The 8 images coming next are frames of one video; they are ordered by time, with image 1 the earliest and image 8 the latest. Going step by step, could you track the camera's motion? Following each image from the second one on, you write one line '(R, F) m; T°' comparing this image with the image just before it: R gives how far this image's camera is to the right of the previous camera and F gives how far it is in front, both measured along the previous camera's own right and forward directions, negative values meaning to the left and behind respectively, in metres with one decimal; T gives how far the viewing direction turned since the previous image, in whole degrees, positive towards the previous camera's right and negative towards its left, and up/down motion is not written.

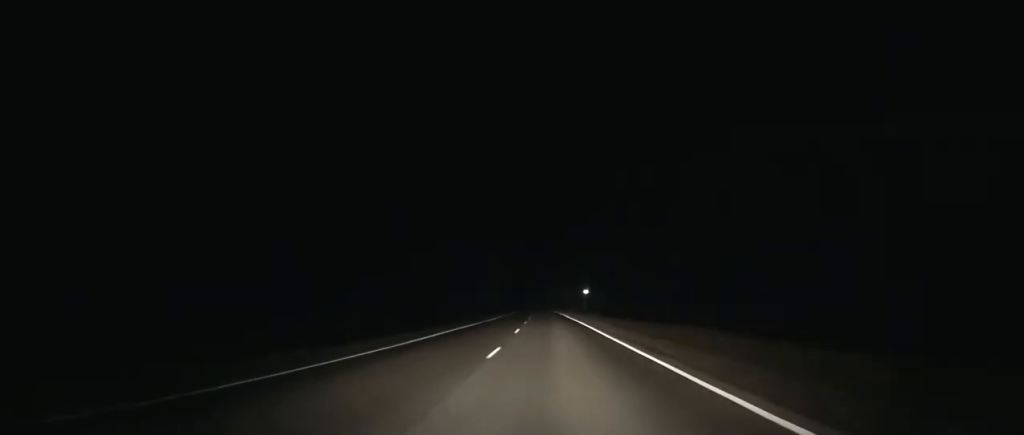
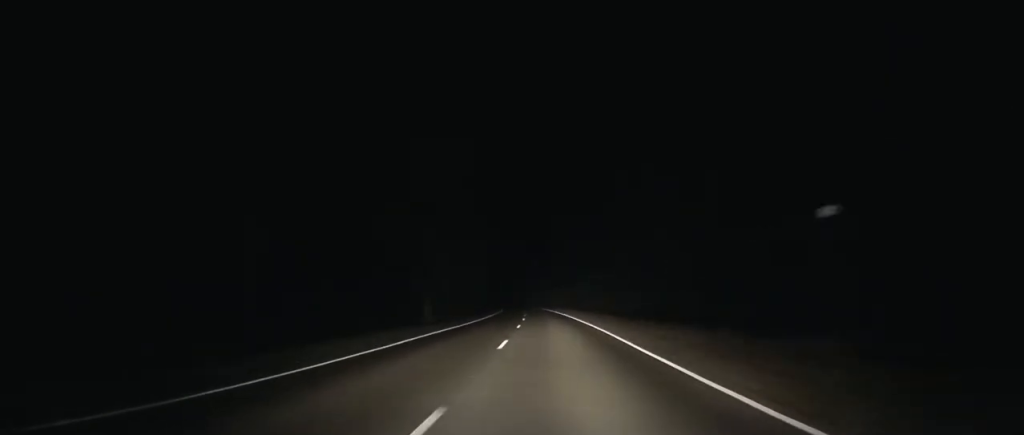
(-1.0, +82.7) m; -1°
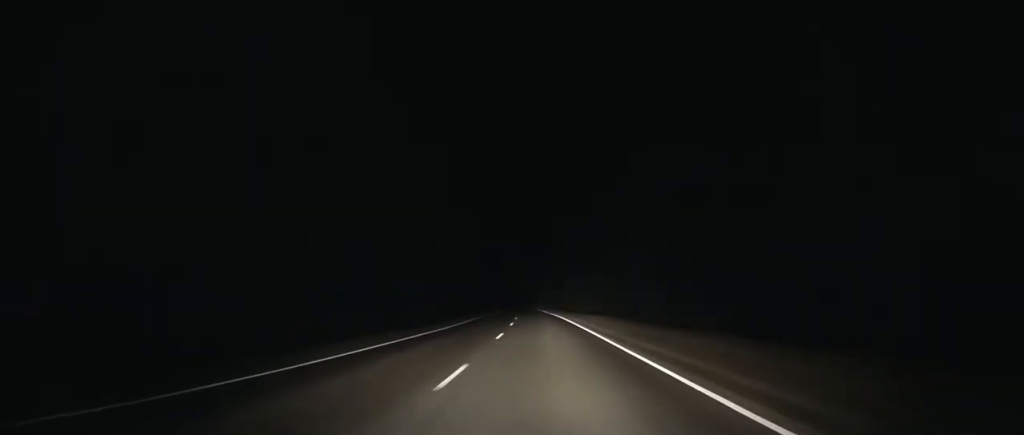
(-0.7, +67.1) m; -2°
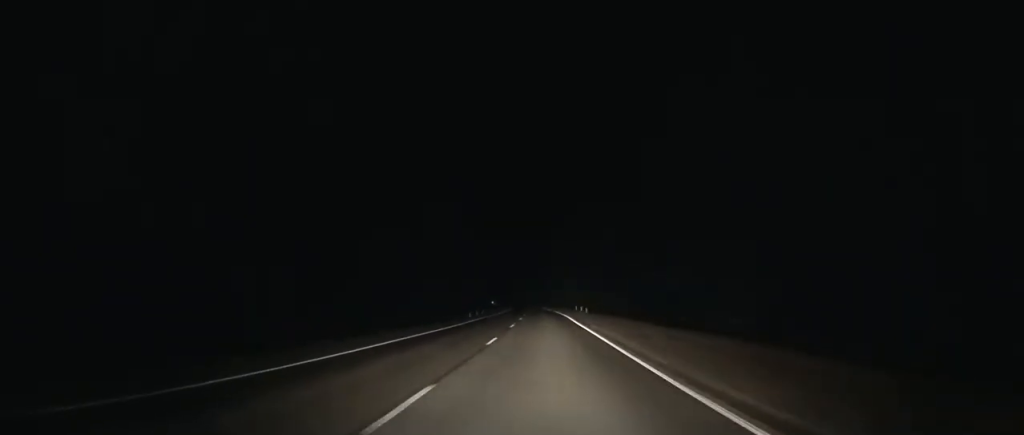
(-1.6, +85.6) m; -2°
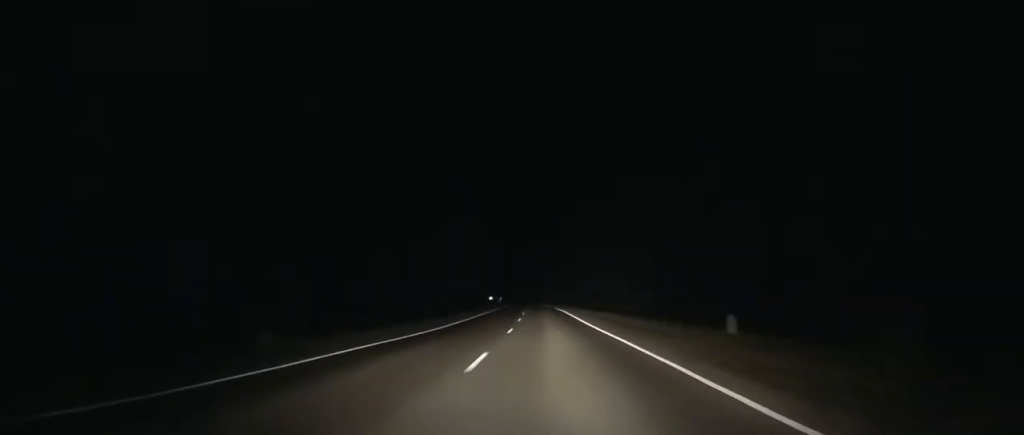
(-1.3, +64.4) m; -1°
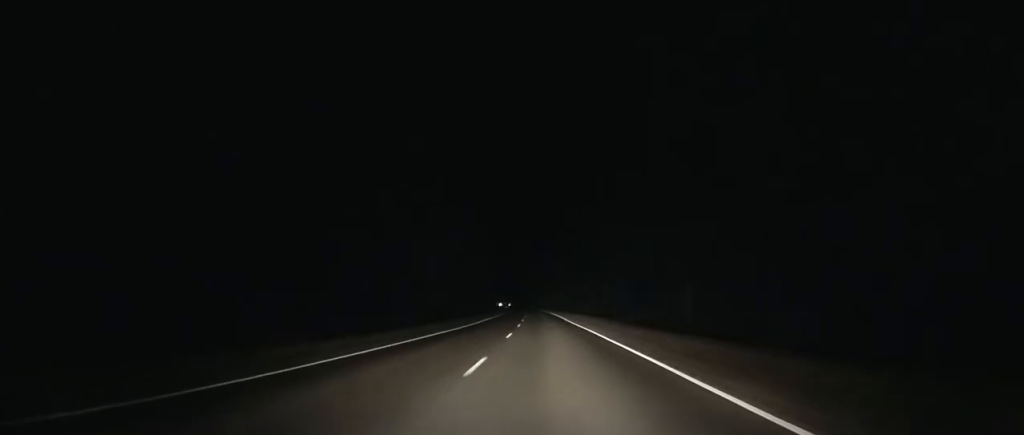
(-0.1, +47.5) m; 0°
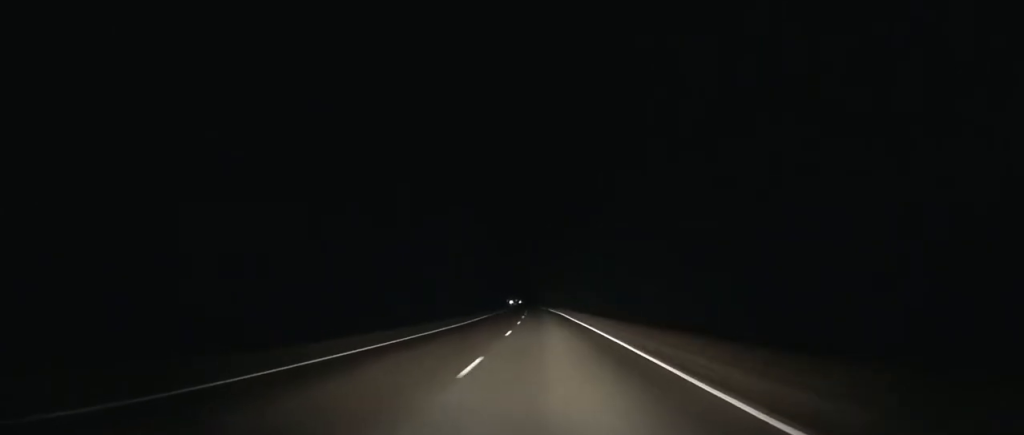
(-0.3, +60.4) m; -1°
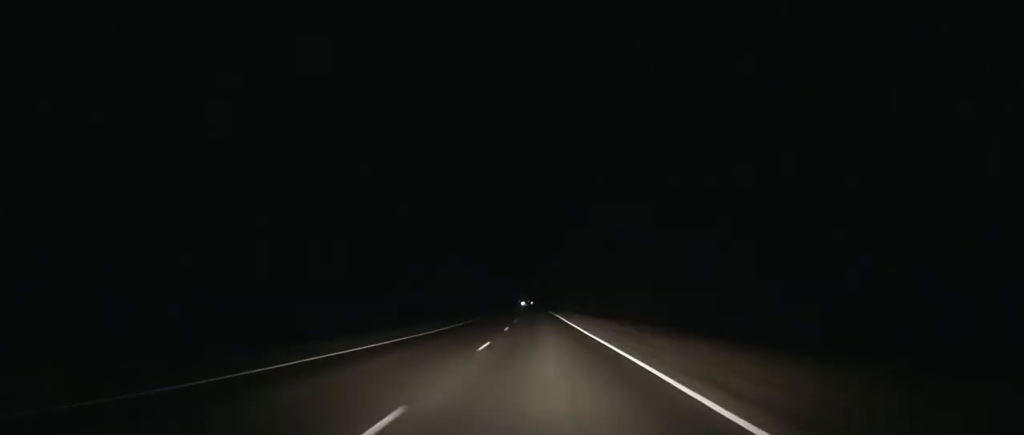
(-1.0, +79.8) m; -2°
